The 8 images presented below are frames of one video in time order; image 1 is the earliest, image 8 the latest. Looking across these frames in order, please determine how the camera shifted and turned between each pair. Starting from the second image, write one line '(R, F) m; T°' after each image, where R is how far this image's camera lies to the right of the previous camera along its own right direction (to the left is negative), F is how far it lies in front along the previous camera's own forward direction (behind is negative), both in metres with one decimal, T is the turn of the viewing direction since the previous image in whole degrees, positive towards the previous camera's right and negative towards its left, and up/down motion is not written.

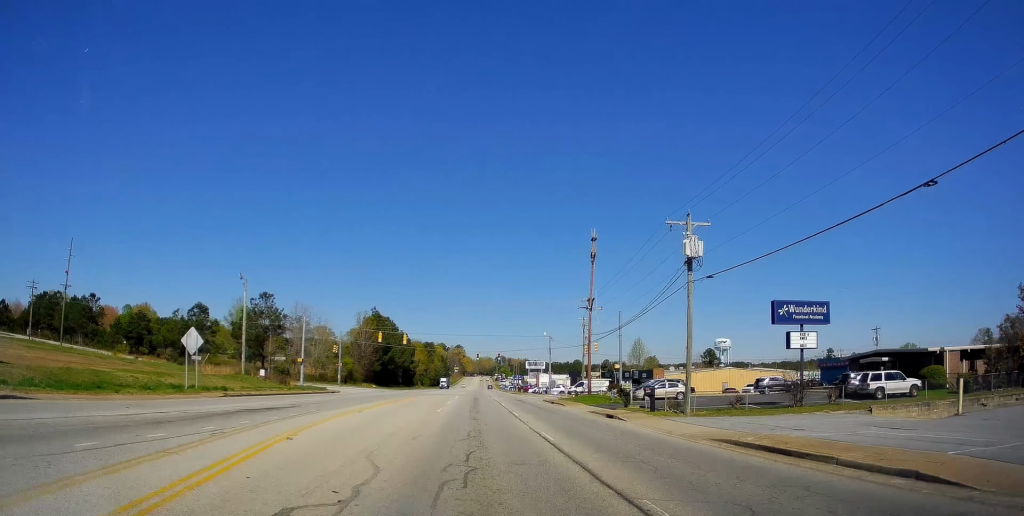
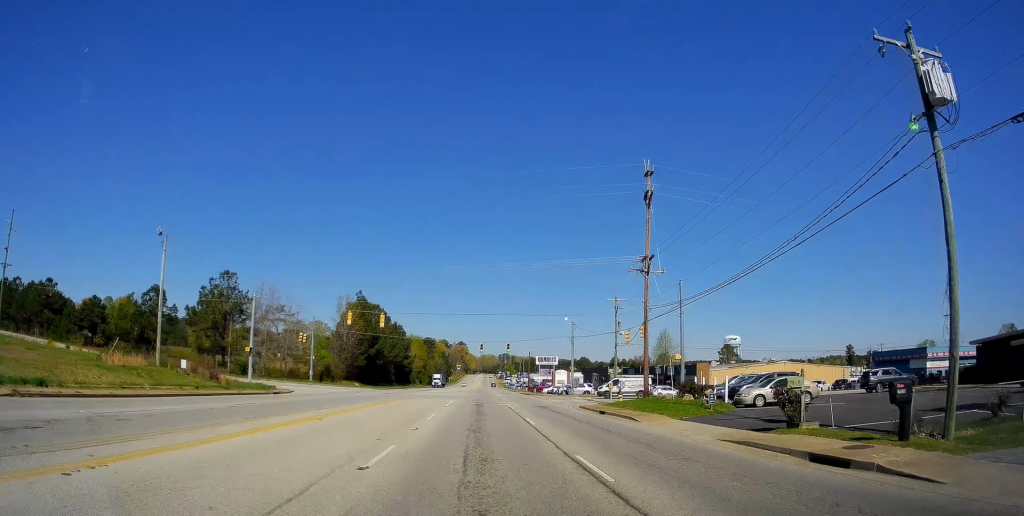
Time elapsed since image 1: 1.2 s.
(0.0, +18.4) m; +1°
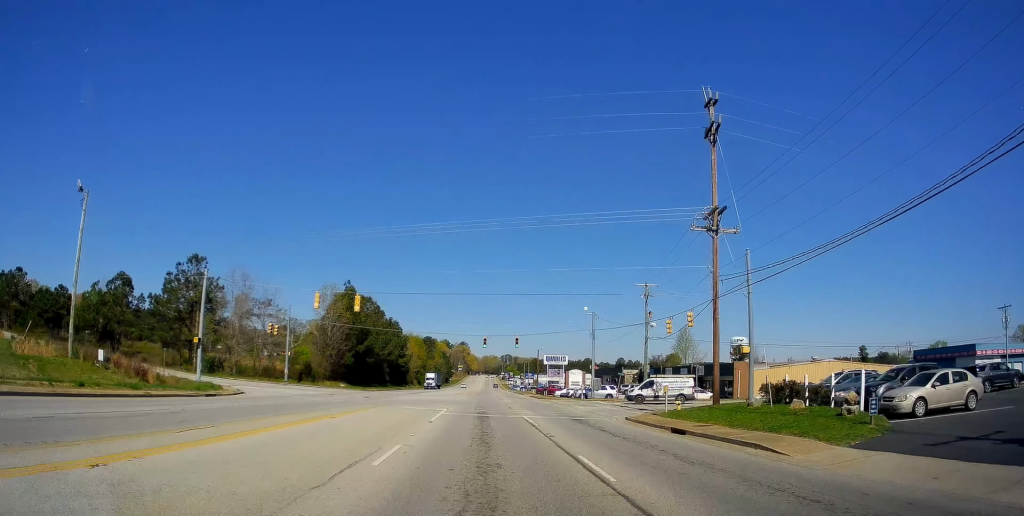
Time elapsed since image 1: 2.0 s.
(+0.2, +11.6) m; +1°
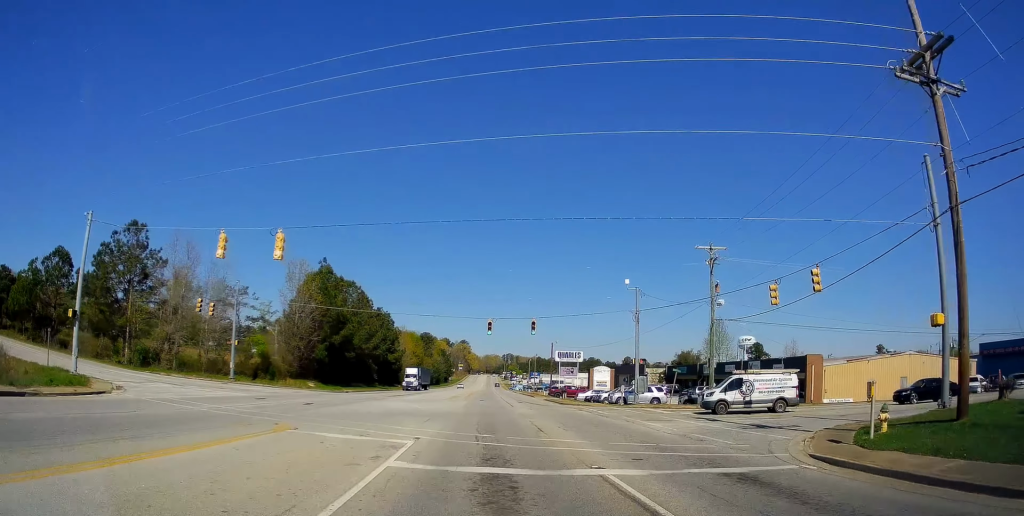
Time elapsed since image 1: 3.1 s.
(+0.1, +16.4) m; -1°
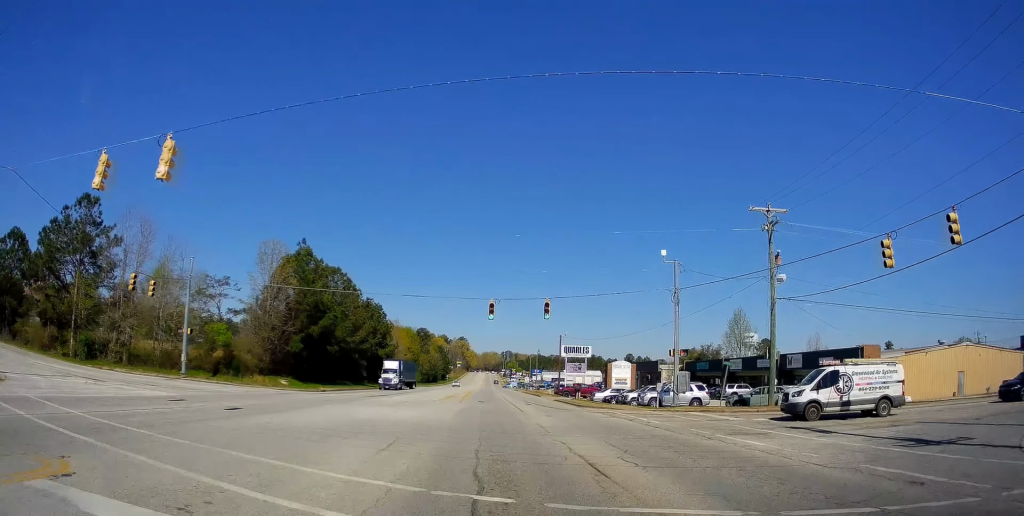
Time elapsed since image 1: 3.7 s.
(-0.1, +9.3) m; 0°
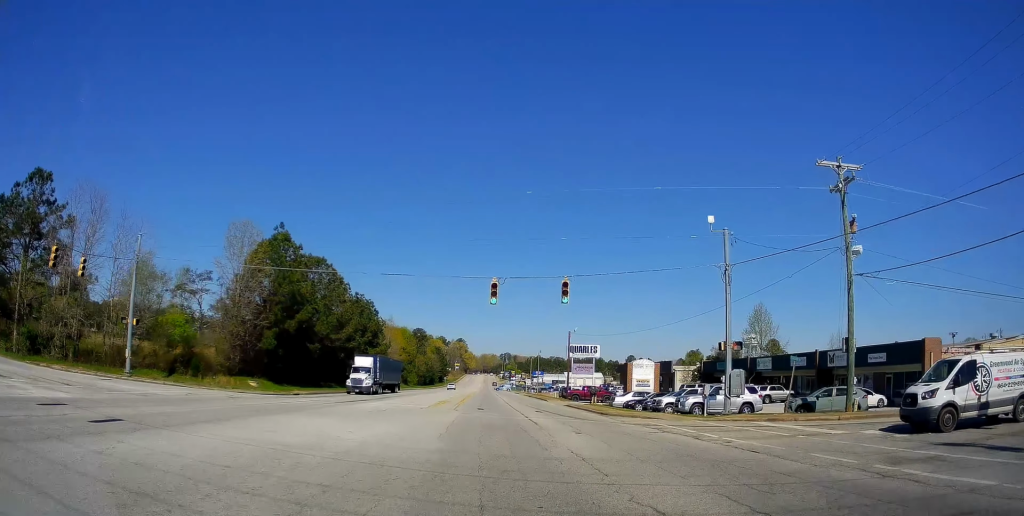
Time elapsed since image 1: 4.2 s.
(-0.4, +7.8) m; +1°
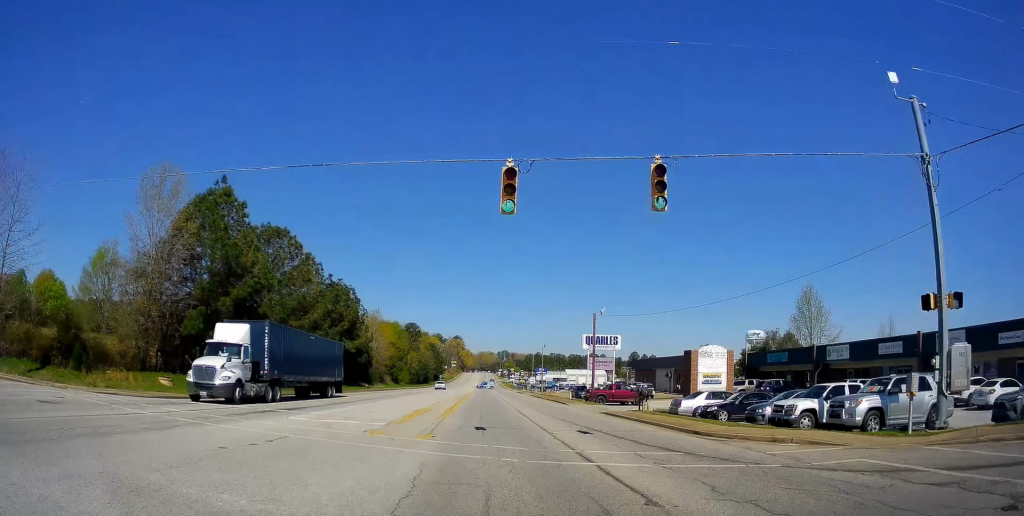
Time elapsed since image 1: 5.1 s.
(+0.7, +14.5) m; +2°
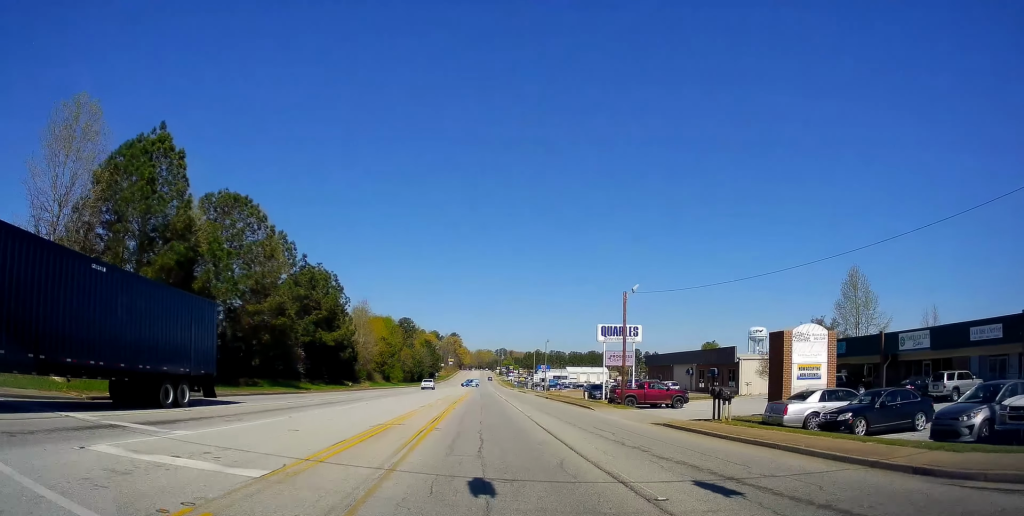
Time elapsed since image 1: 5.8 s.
(+0.1, +10.5) m; 0°
